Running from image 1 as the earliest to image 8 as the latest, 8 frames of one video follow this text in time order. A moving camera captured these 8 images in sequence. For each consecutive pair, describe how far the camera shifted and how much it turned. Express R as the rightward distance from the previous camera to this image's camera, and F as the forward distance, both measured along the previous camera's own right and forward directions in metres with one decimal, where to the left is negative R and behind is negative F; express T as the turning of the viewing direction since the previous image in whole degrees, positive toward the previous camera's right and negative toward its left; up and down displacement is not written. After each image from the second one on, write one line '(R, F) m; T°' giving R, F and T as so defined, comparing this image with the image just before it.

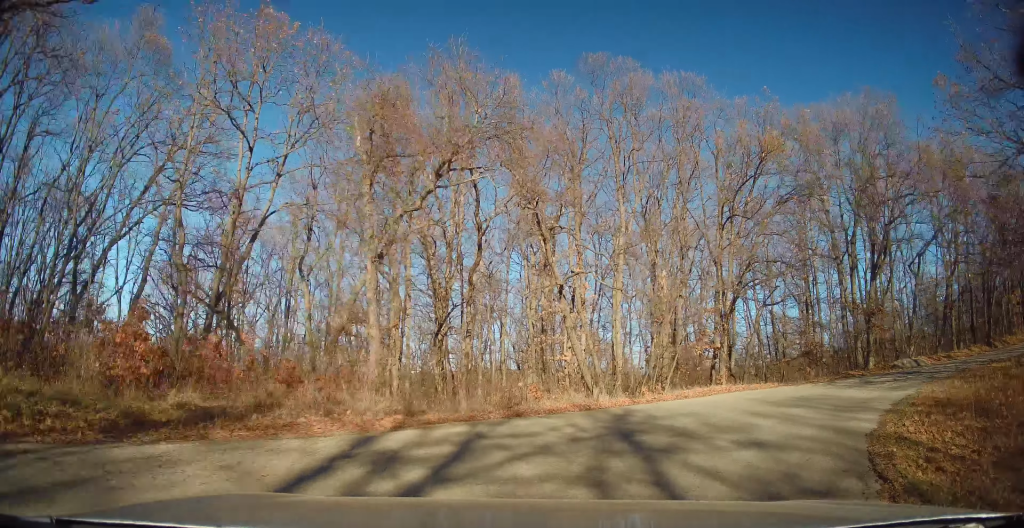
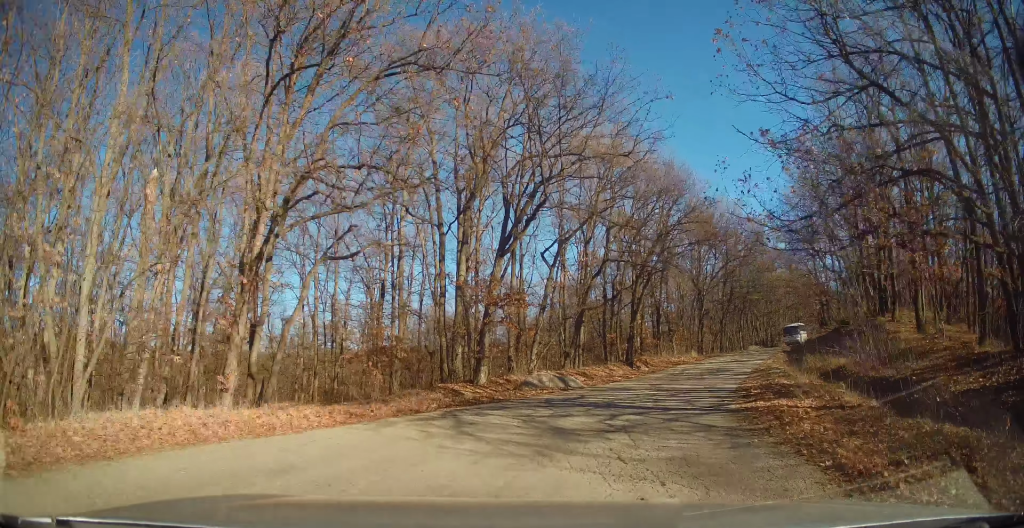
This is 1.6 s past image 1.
(+4.8, +9.8) m; +45°
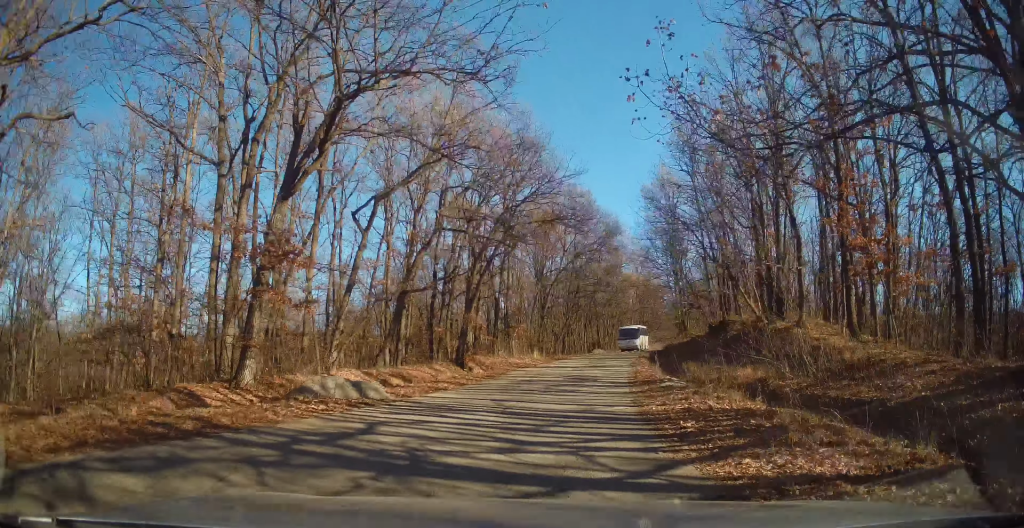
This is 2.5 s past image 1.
(+1.0, +6.2) m; +16°
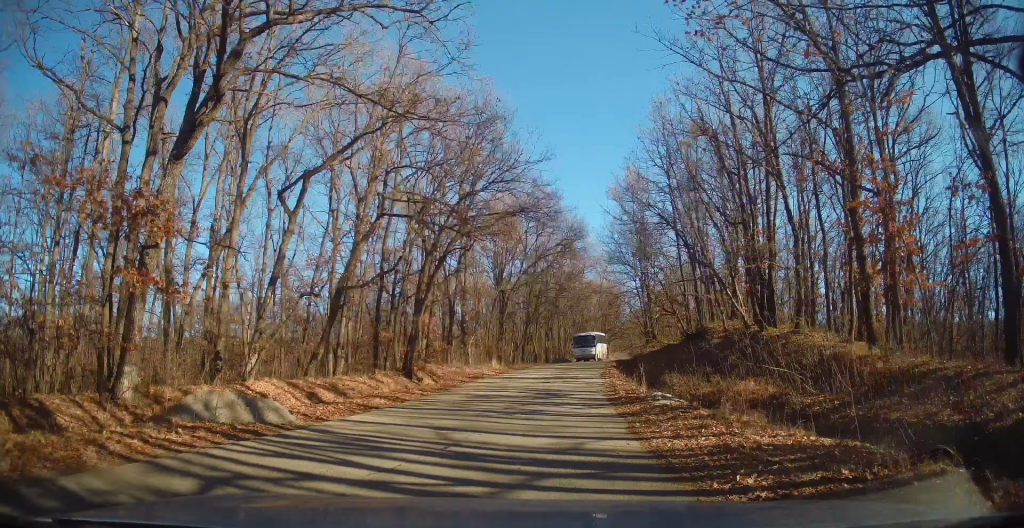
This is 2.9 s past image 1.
(+0.3, +3.3) m; +6°
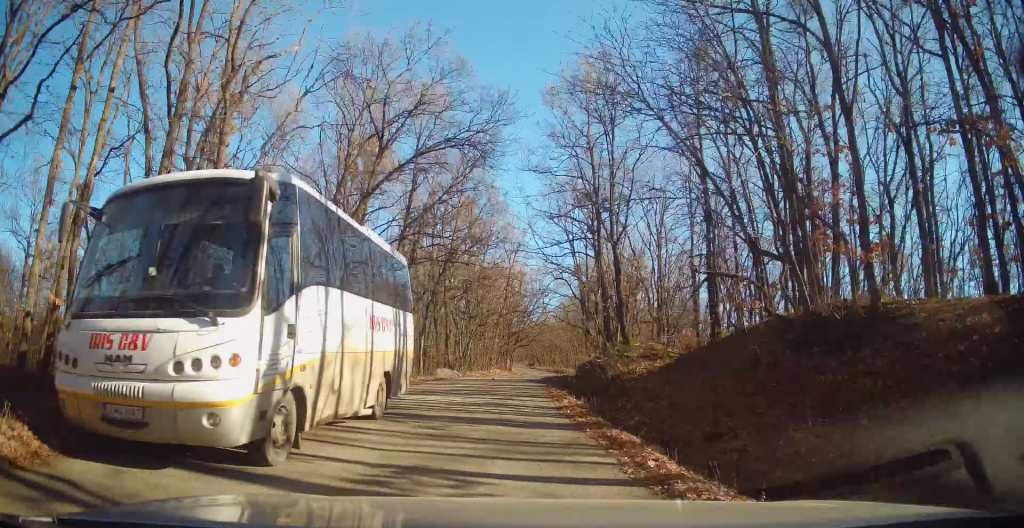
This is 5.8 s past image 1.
(+5.0, +23.5) m; +16°
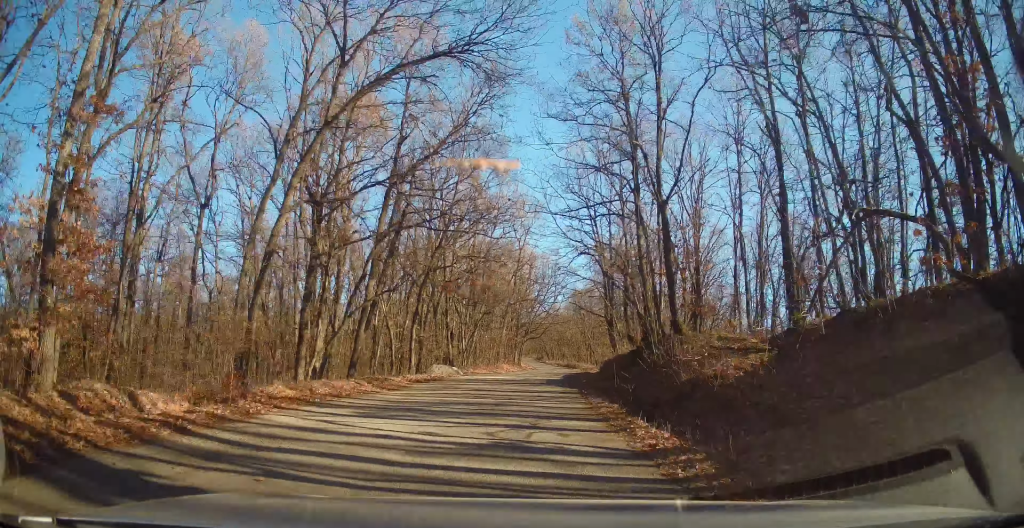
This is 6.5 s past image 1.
(0.0, +6.6) m; 0°
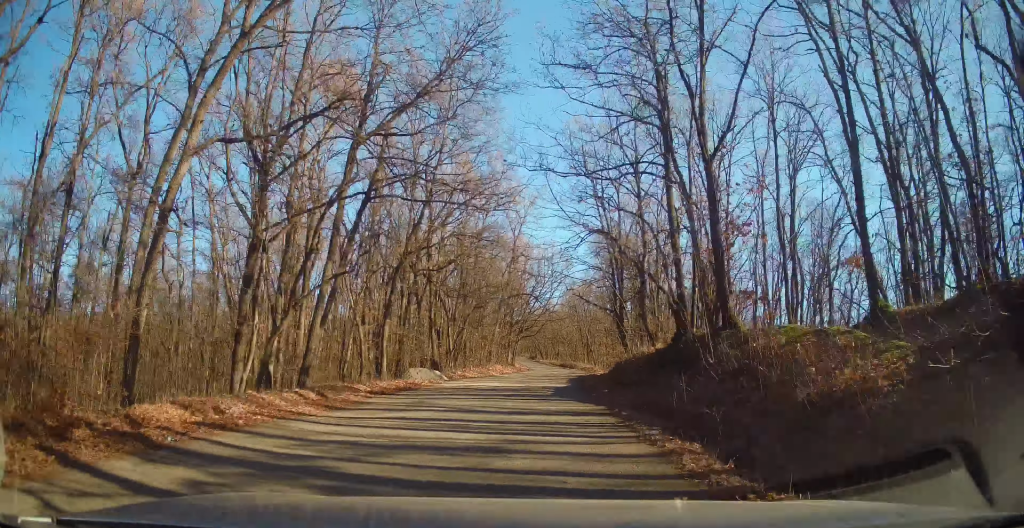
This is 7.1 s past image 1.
(0.0, +5.2) m; 0°
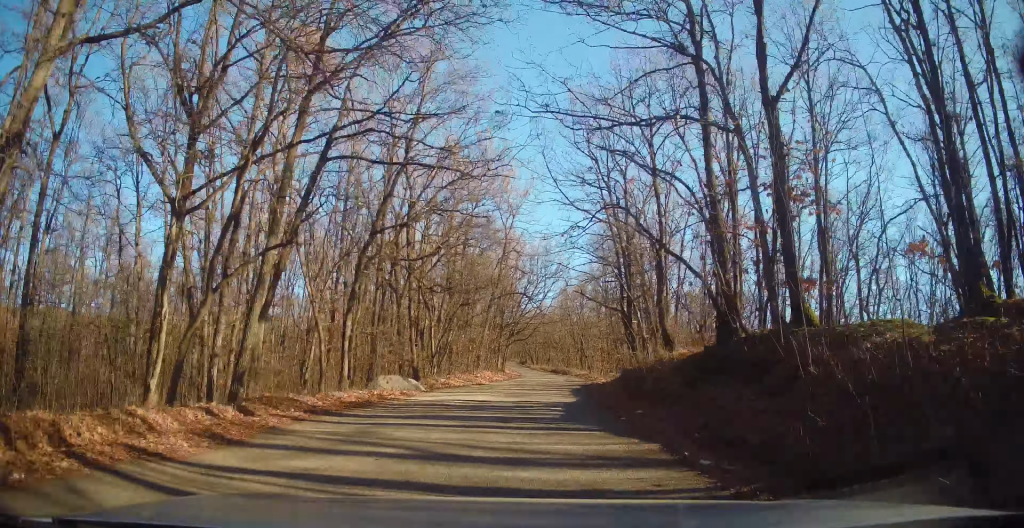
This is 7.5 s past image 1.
(0.0, +4.4) m; +2°
